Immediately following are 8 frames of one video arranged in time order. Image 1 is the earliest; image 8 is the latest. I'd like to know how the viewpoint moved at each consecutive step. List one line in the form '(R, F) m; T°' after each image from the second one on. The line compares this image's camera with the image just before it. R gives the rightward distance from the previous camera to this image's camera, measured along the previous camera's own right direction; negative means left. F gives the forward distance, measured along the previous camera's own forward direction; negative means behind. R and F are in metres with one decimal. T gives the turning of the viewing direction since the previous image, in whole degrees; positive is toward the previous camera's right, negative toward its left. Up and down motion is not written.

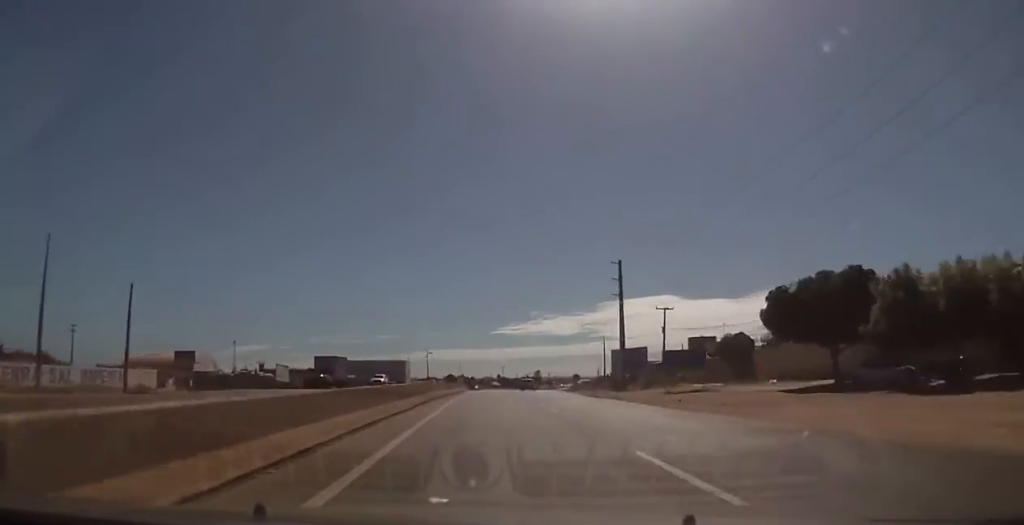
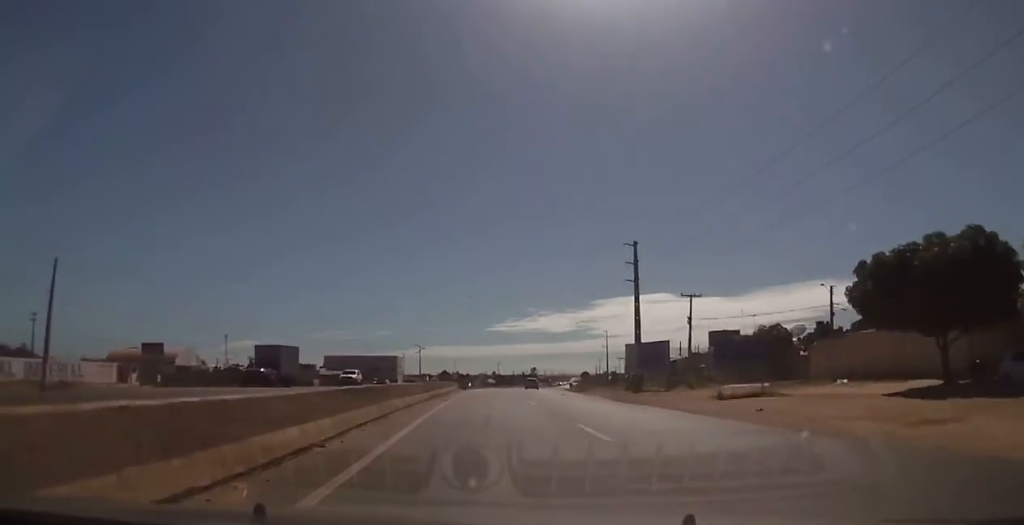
(-0.1, +11.8) m; 0°
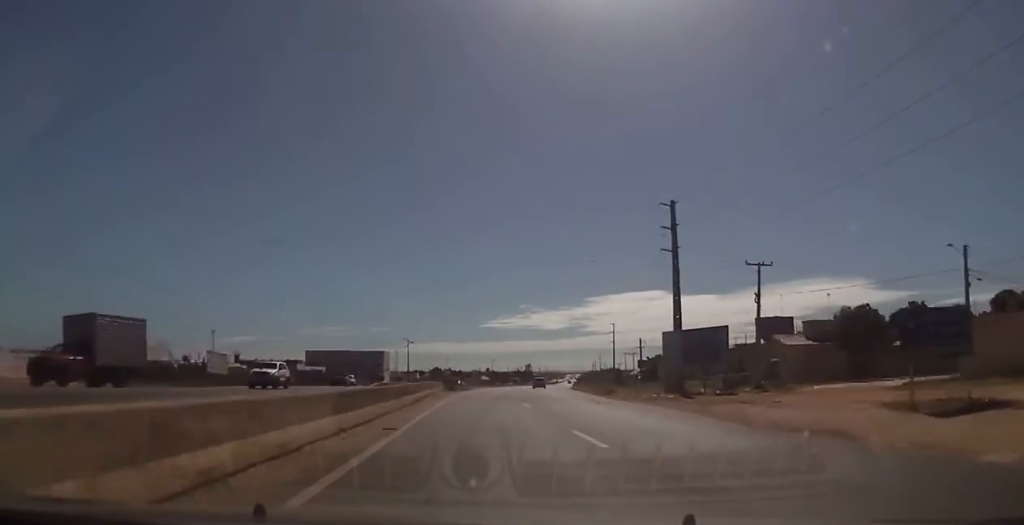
(+0.1, +19.2) m; +1°
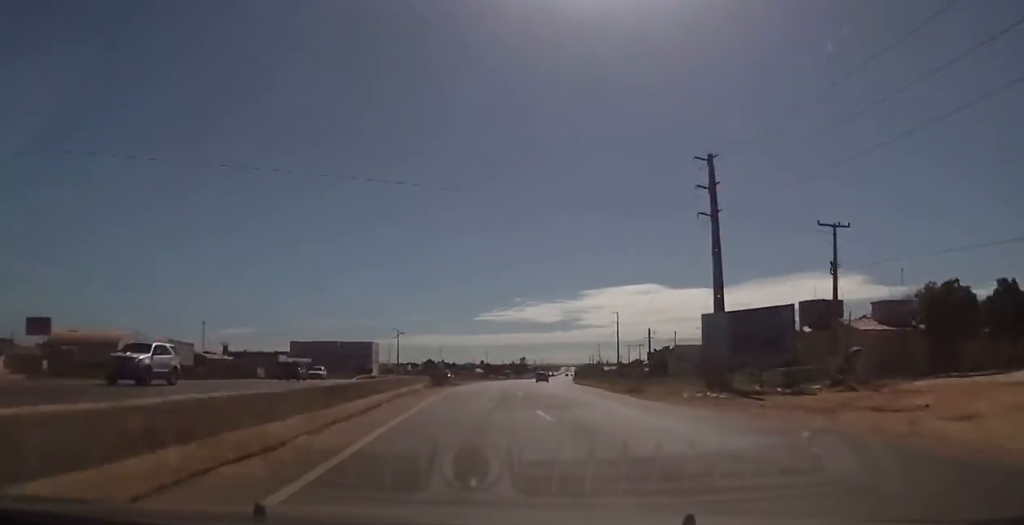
(0.0, +12.8) m; 0°
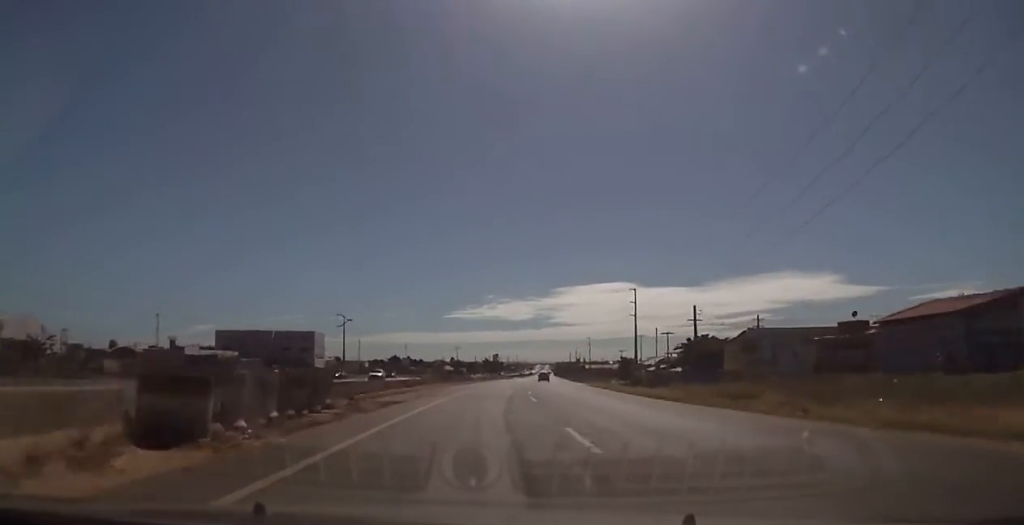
(+0.5, +44.3) m; +2°
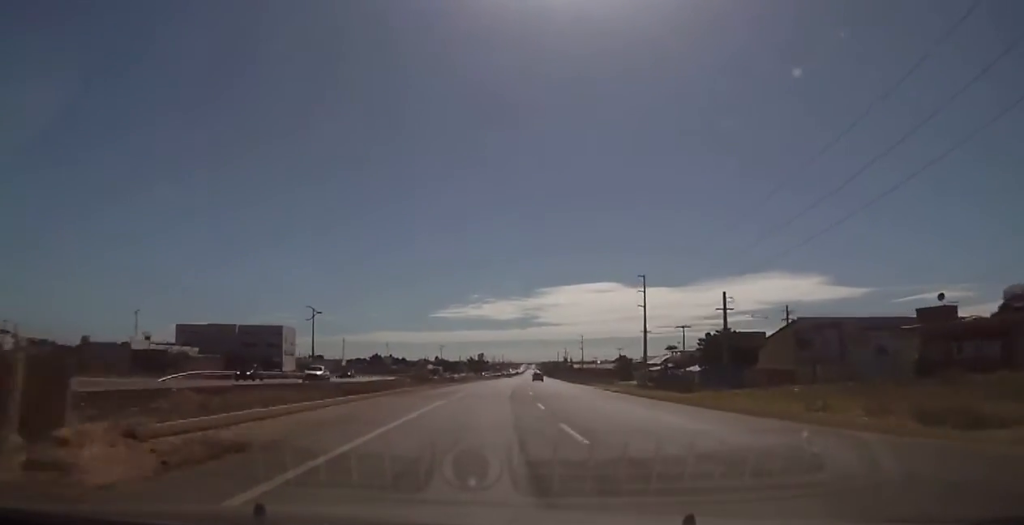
(+0.1, +16.0) m; +1°
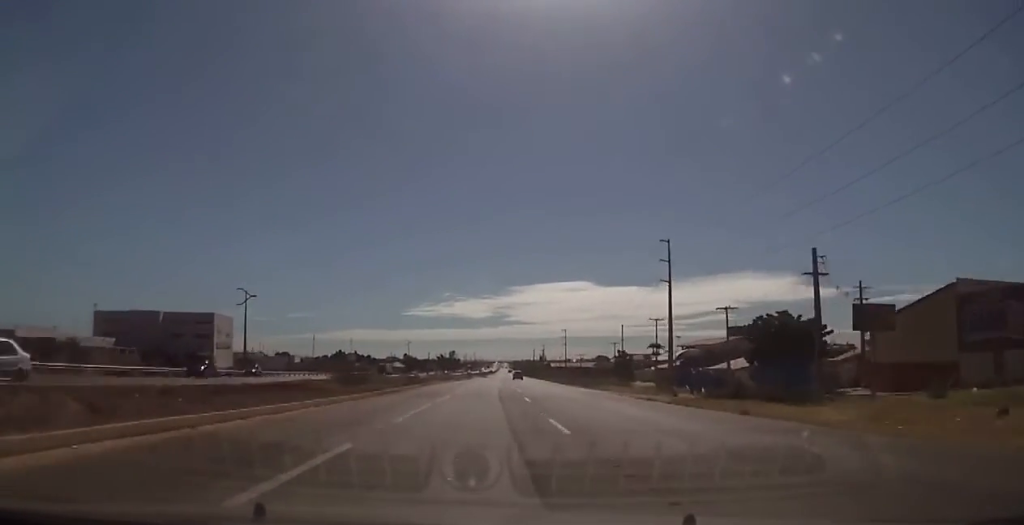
(+0.6, +26.0) m; +2°
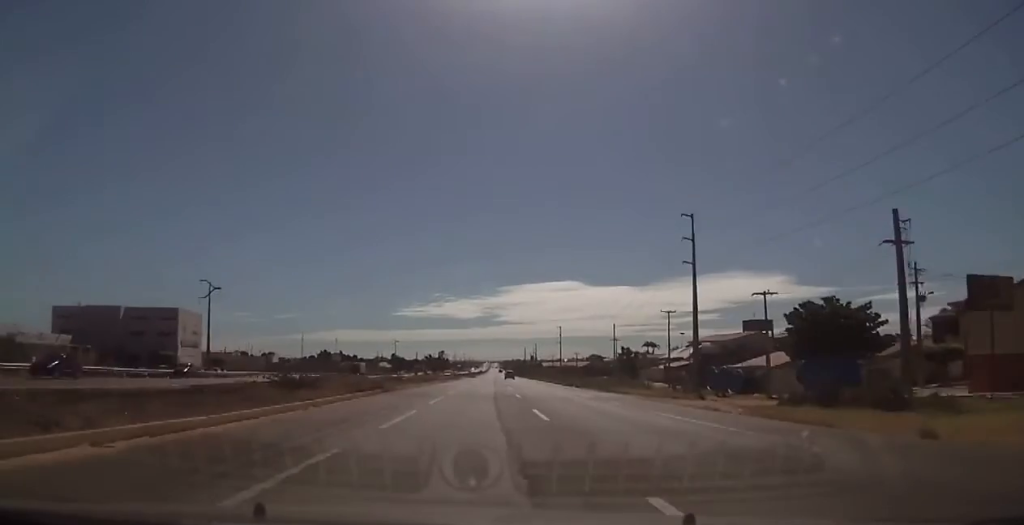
(+0.1, +12.0) m; +1°
